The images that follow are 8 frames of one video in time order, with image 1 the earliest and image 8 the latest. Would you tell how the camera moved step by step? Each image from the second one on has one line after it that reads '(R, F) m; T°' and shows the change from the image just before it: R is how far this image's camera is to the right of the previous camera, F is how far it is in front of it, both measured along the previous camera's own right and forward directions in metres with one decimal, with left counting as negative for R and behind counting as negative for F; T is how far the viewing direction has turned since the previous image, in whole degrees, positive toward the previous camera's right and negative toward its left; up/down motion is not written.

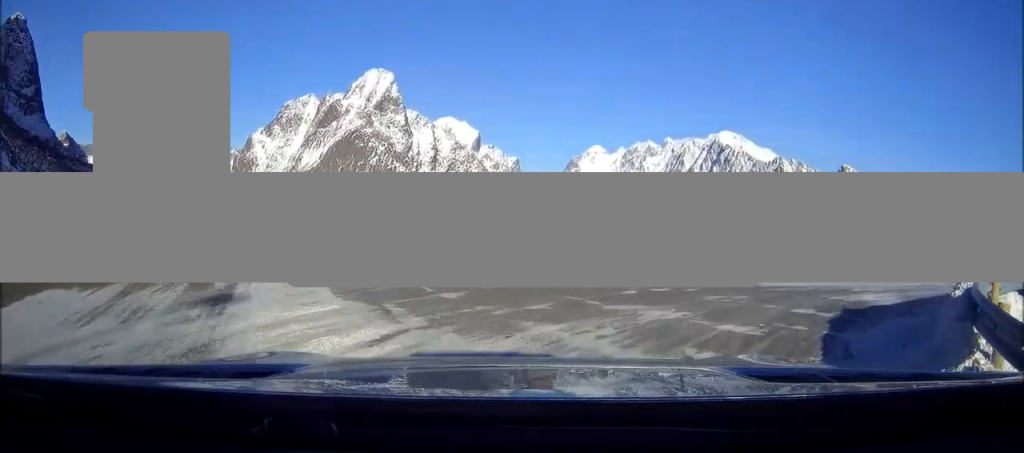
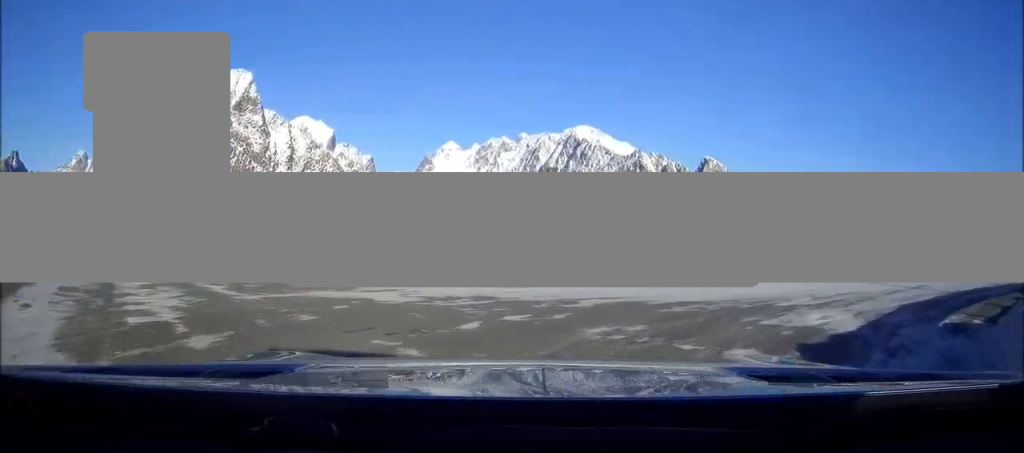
(+0.5, +3.8) m; +15°
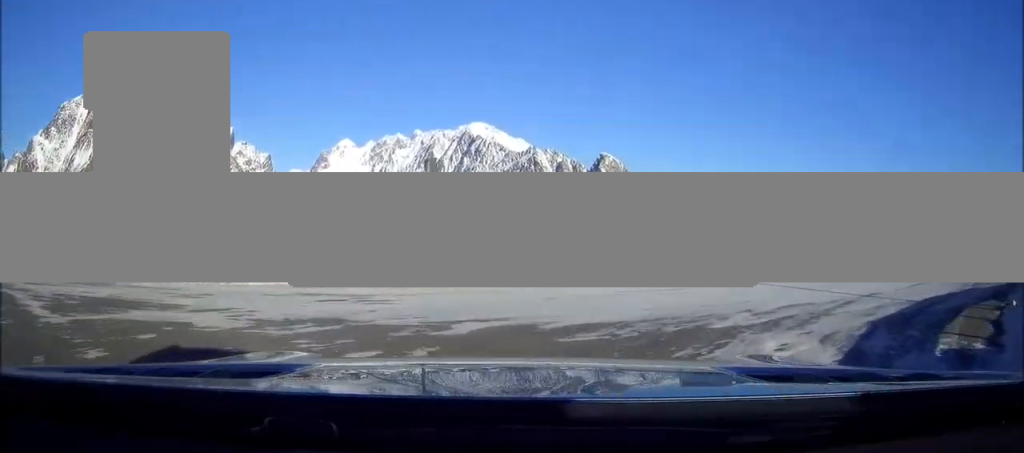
(+0.2, +2.7) m; +12°
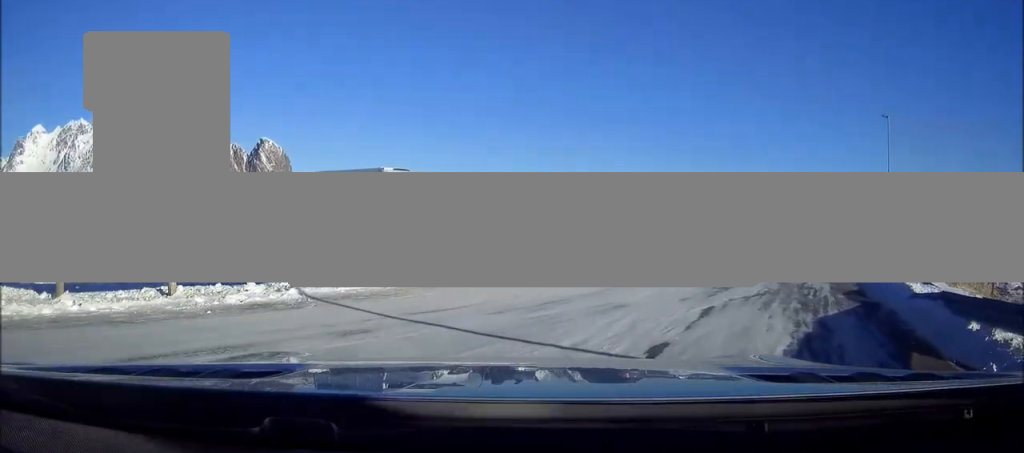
(+1.9, +7.4) m; +21°
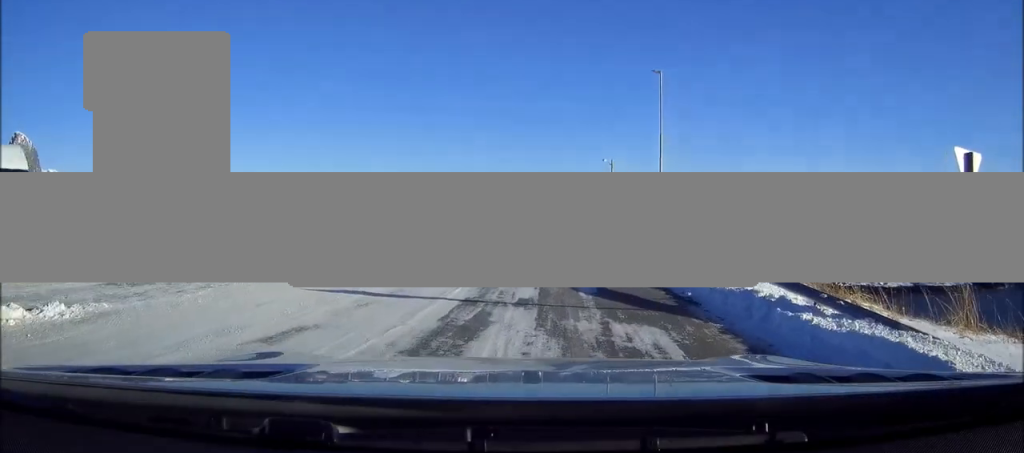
(+0.5, +7.5) m; +8°
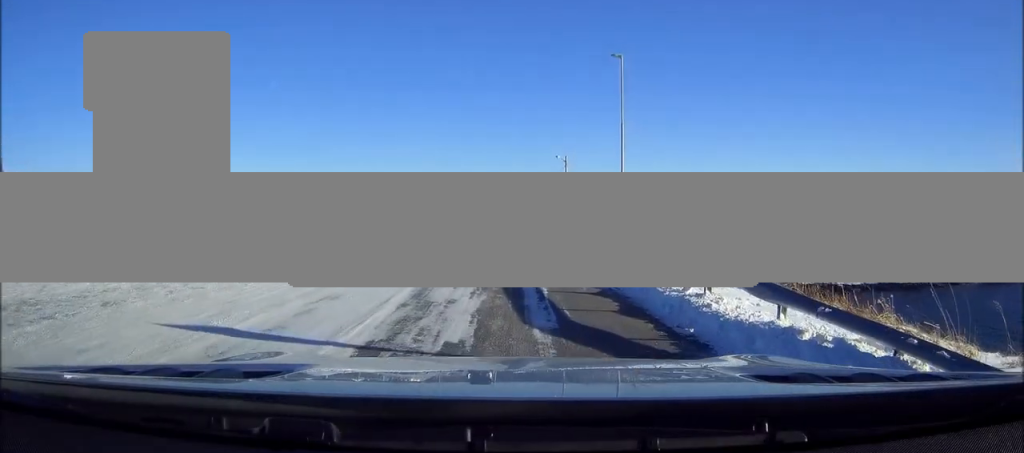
(+0.2, +2.7) m; +2°
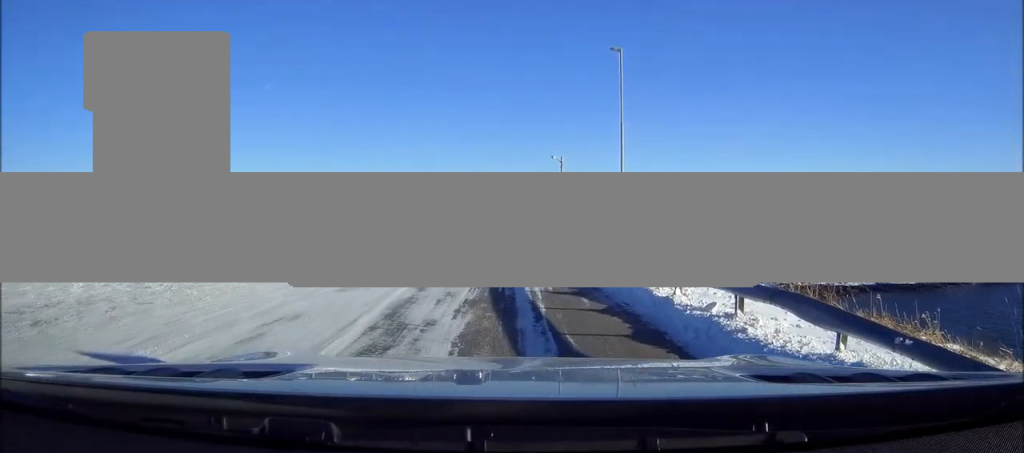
(0.0, +1.3) m; 0°
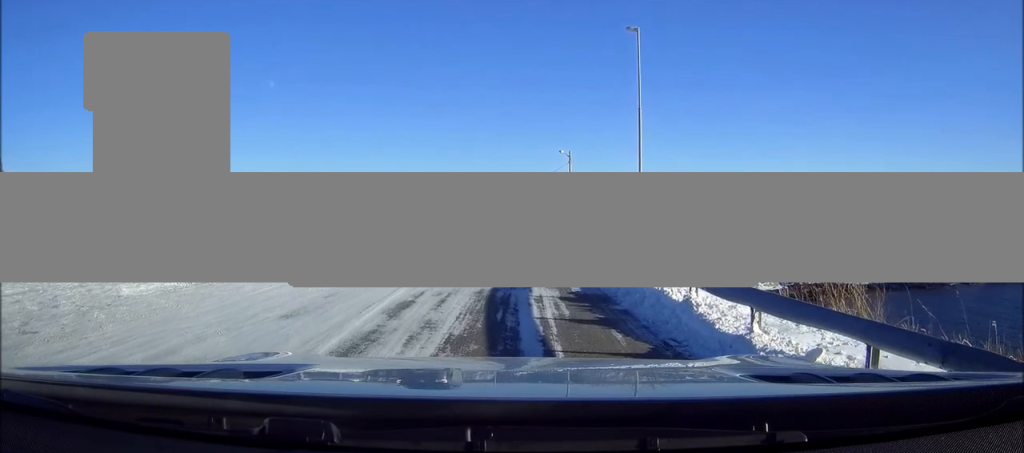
(-0.1, +2.5) m; -2°
